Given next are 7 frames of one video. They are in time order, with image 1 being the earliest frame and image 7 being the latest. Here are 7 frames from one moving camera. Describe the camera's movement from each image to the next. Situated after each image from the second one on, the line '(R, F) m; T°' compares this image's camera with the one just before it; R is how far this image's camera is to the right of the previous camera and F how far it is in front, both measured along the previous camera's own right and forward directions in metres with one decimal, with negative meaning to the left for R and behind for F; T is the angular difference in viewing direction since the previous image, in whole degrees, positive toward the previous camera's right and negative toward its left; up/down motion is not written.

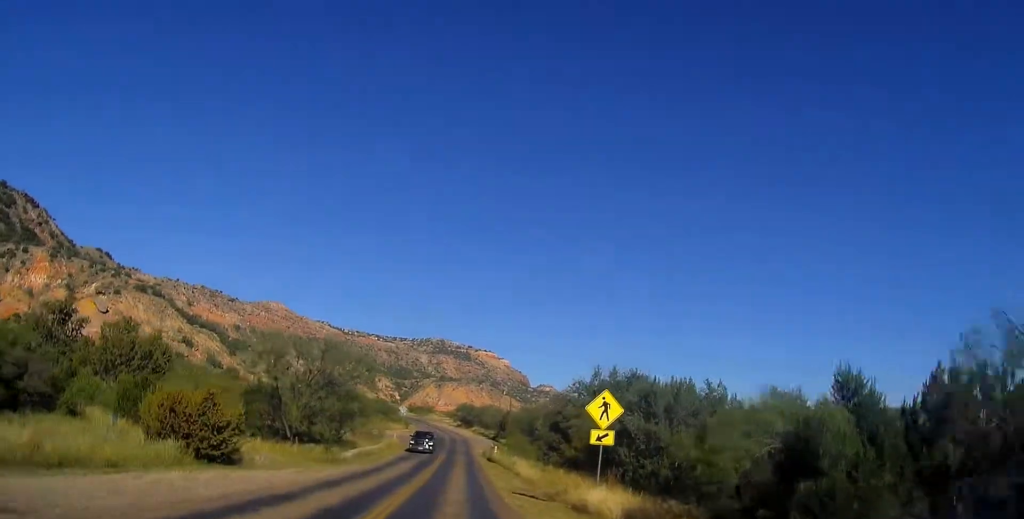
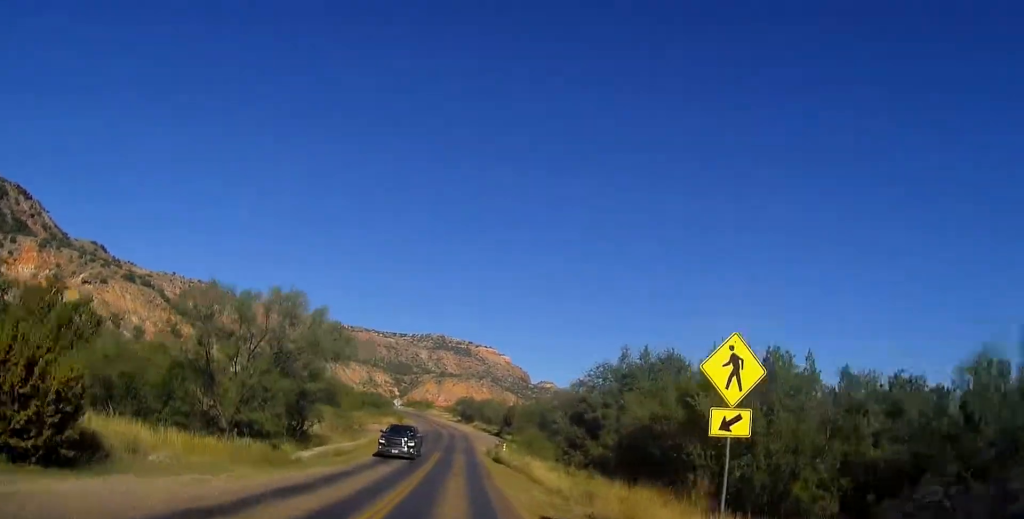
(+0.4, +9.6) m; 0°
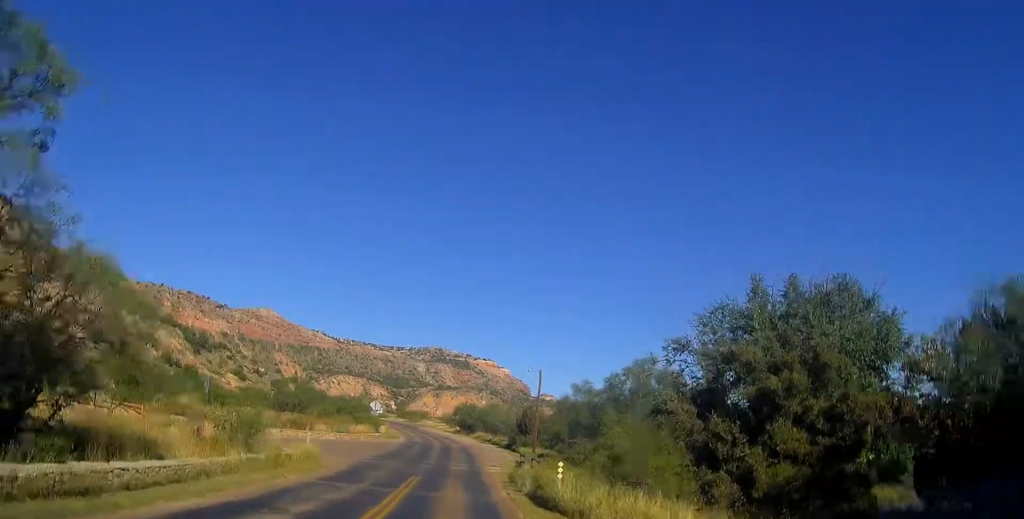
(-0.7, +22.0) m; -2°
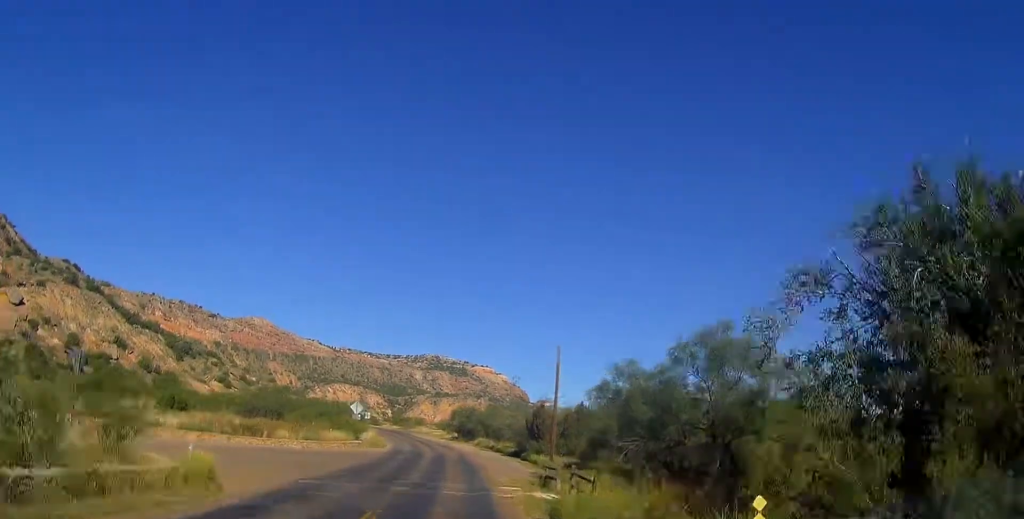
(0.0, +10.3) m; 0°
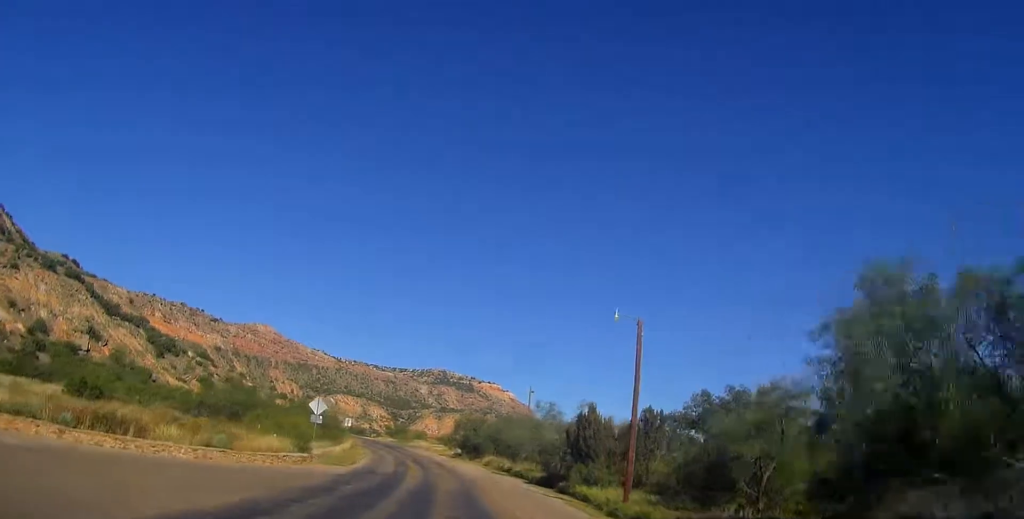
(0.0, +18.1) m; -1°
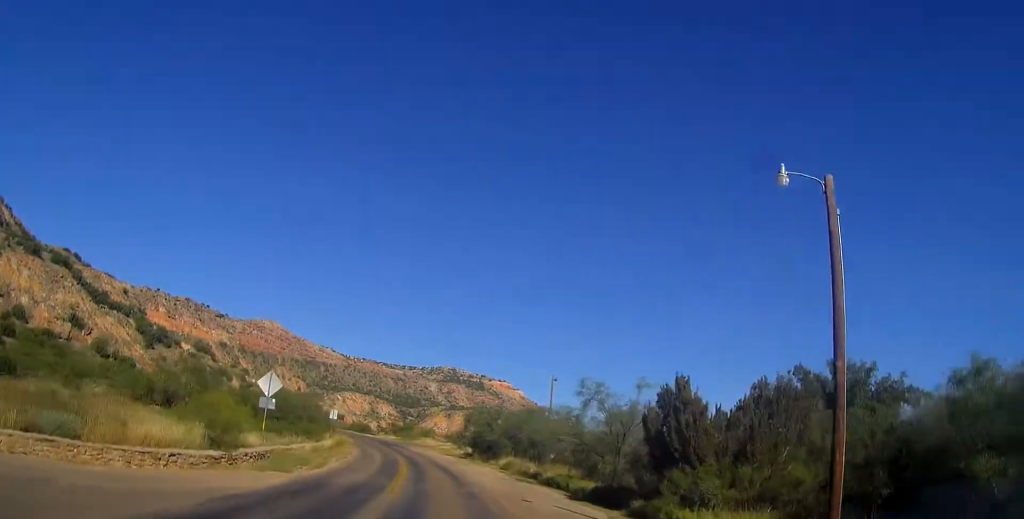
(0.0, +12.6) m; -2°
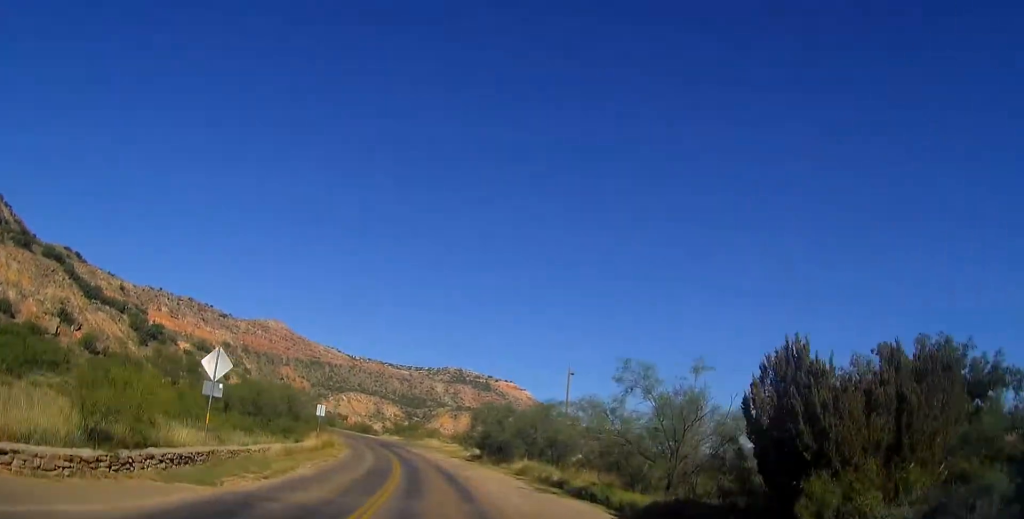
(-0.2, +7.6) m; -1°
